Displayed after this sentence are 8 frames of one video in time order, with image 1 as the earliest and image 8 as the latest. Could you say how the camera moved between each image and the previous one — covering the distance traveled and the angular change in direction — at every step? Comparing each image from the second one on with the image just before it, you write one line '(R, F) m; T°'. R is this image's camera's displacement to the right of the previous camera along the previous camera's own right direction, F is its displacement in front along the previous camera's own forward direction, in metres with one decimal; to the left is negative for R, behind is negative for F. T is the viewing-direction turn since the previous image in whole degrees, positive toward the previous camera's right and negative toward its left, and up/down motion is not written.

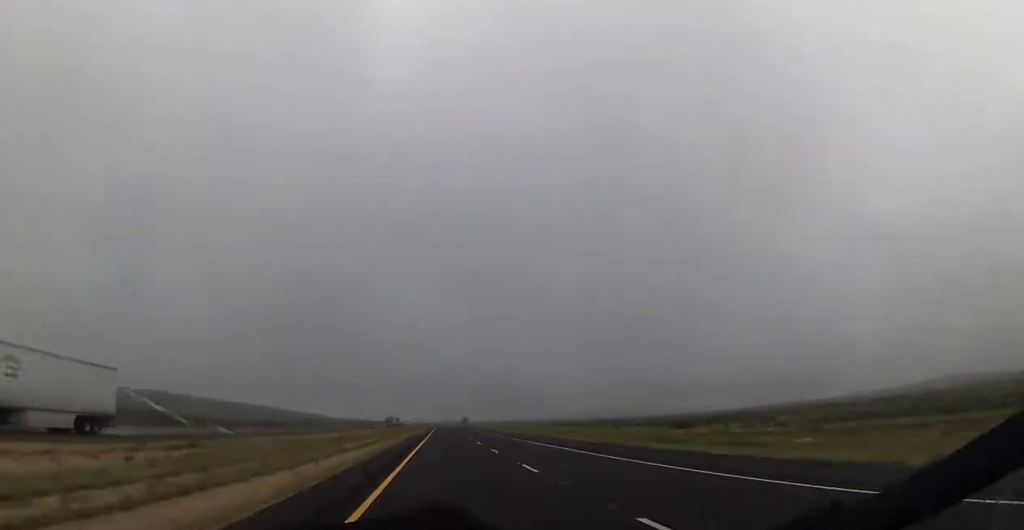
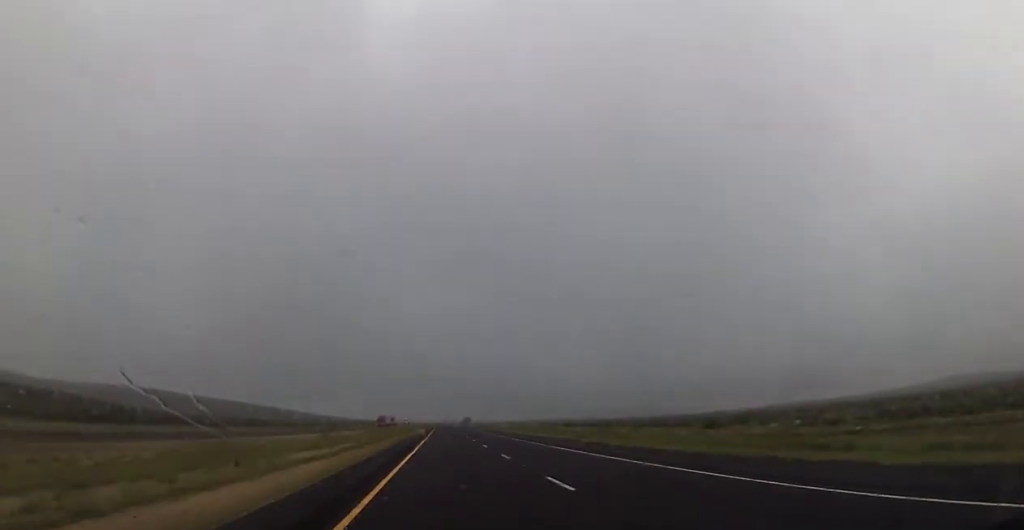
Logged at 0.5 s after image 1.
(-0.2, +17.1) m; 0°
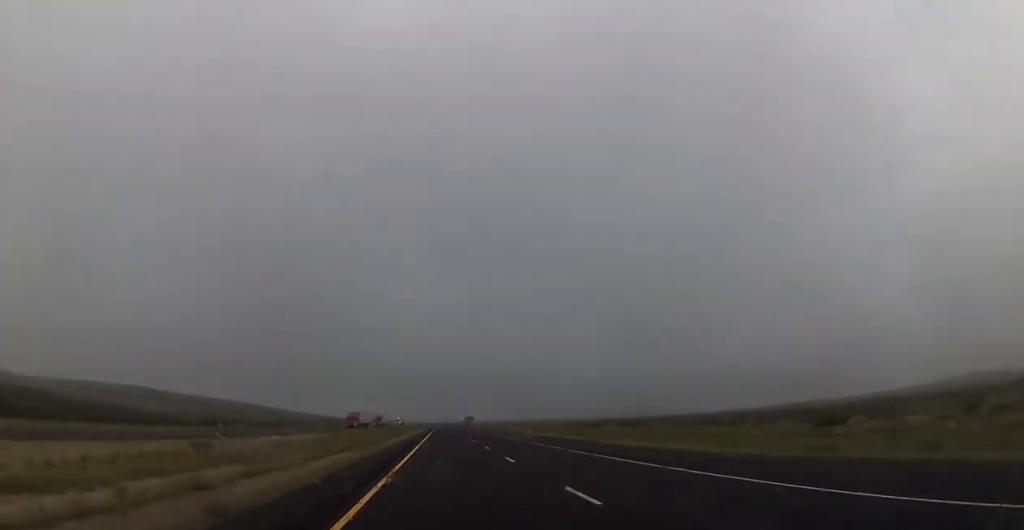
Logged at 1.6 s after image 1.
(+0.2, +38.5) m; -1°
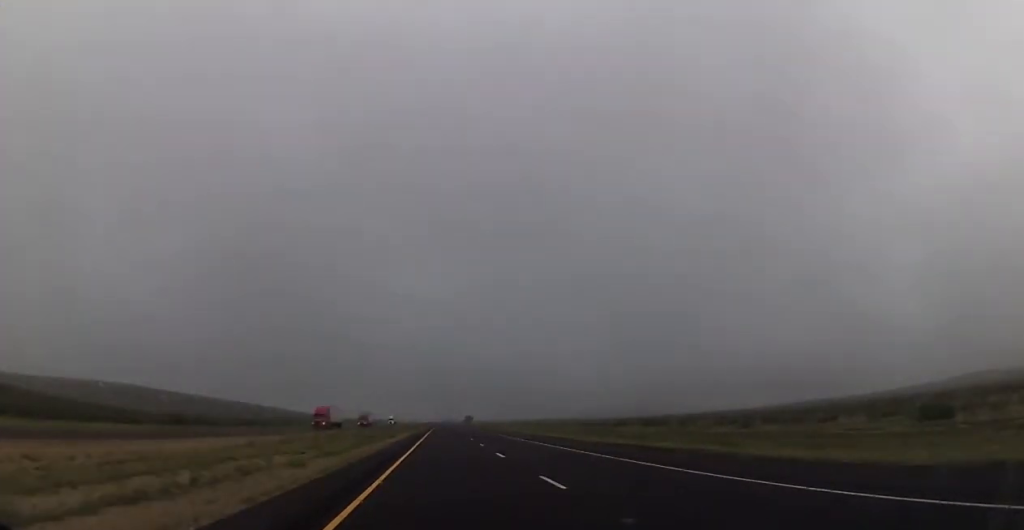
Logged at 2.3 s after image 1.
(-0.6, +21.6) m; 0°
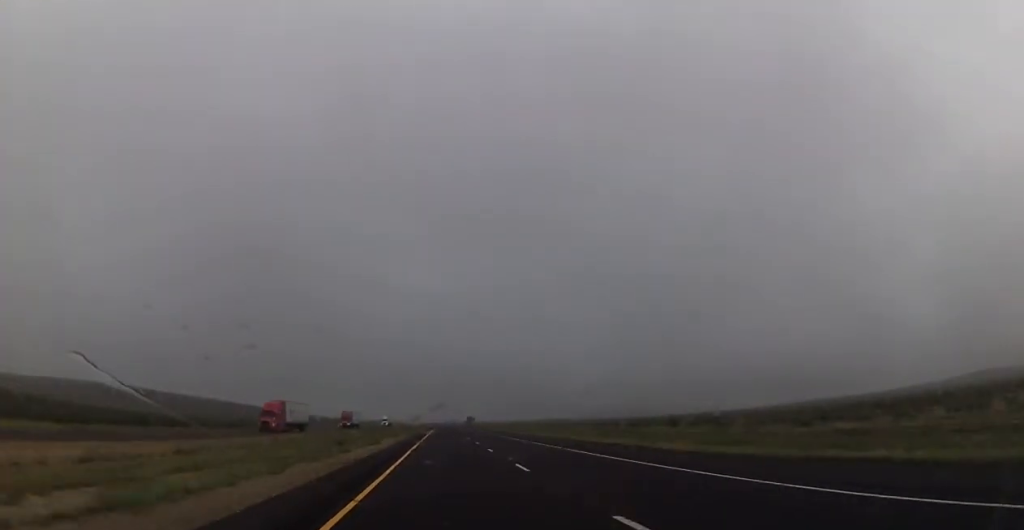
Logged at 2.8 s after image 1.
(0.0, +19.4) m; 0°
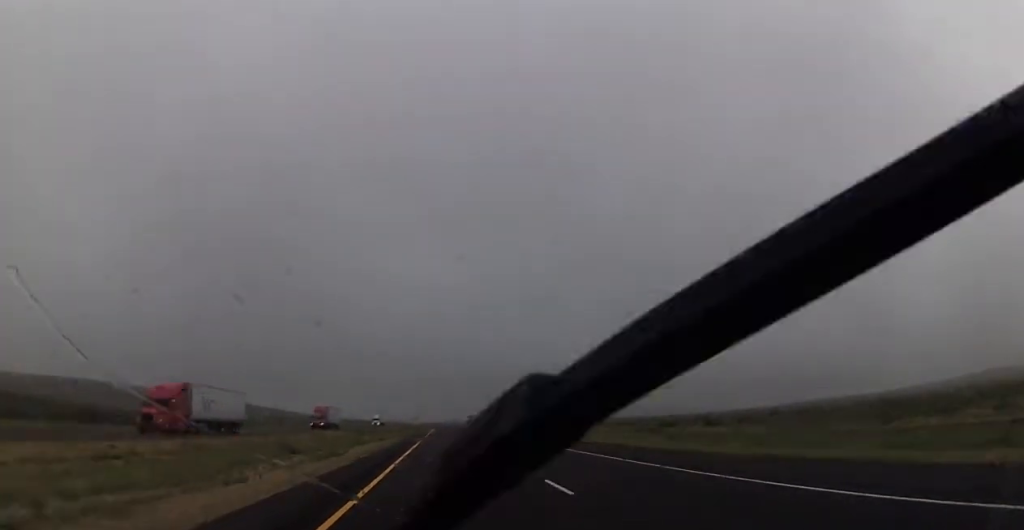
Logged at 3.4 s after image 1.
(+0.3, +18.2) m; 0°
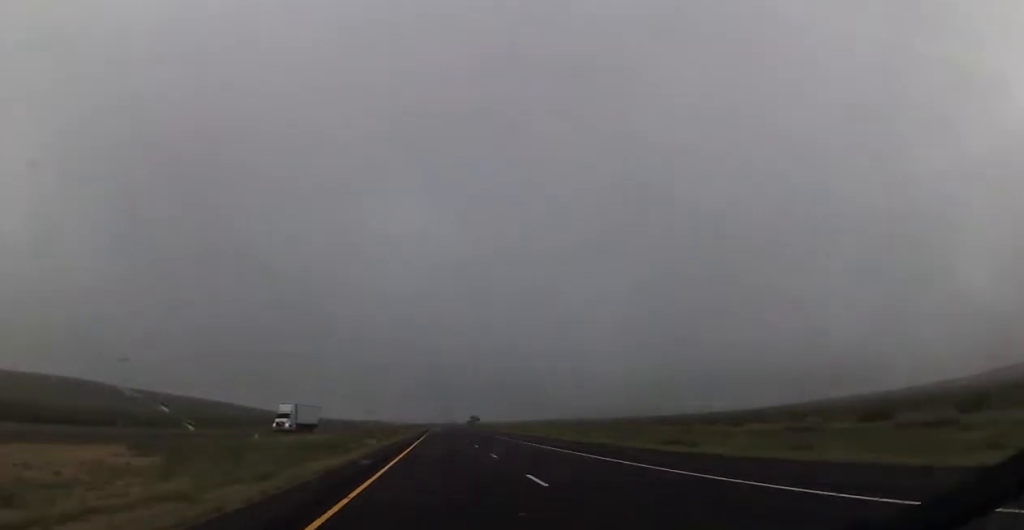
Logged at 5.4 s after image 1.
(-0.2, +70.6) m; 0°
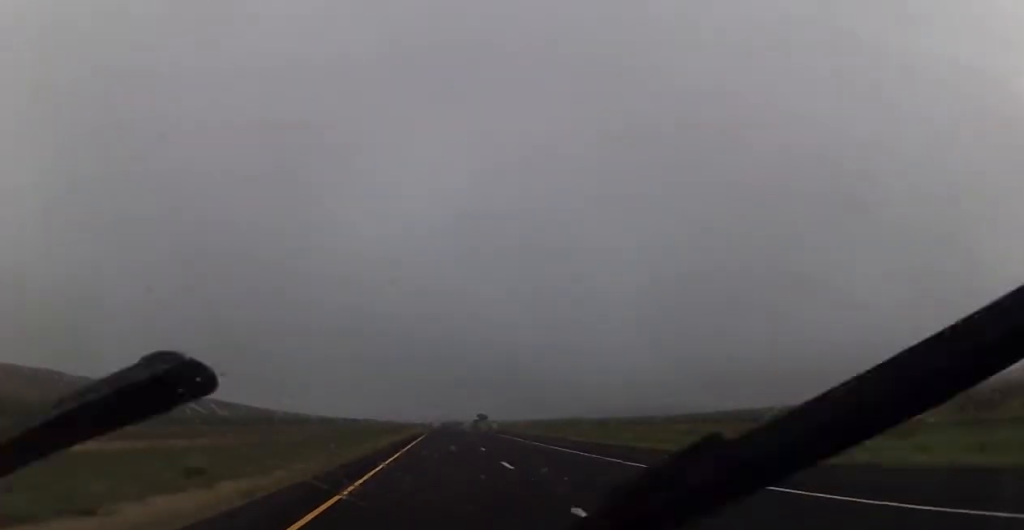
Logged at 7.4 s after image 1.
(+0.5, +67.8) m; -1°
